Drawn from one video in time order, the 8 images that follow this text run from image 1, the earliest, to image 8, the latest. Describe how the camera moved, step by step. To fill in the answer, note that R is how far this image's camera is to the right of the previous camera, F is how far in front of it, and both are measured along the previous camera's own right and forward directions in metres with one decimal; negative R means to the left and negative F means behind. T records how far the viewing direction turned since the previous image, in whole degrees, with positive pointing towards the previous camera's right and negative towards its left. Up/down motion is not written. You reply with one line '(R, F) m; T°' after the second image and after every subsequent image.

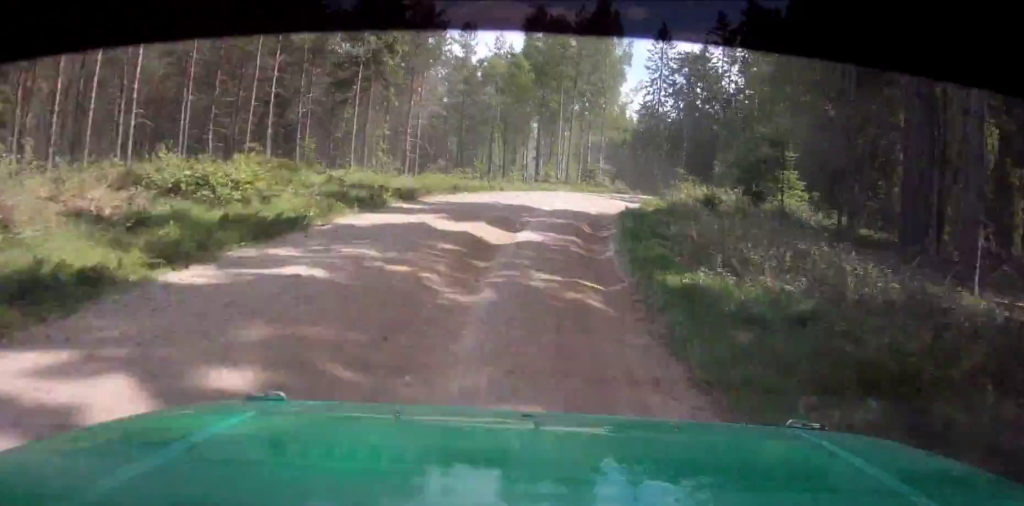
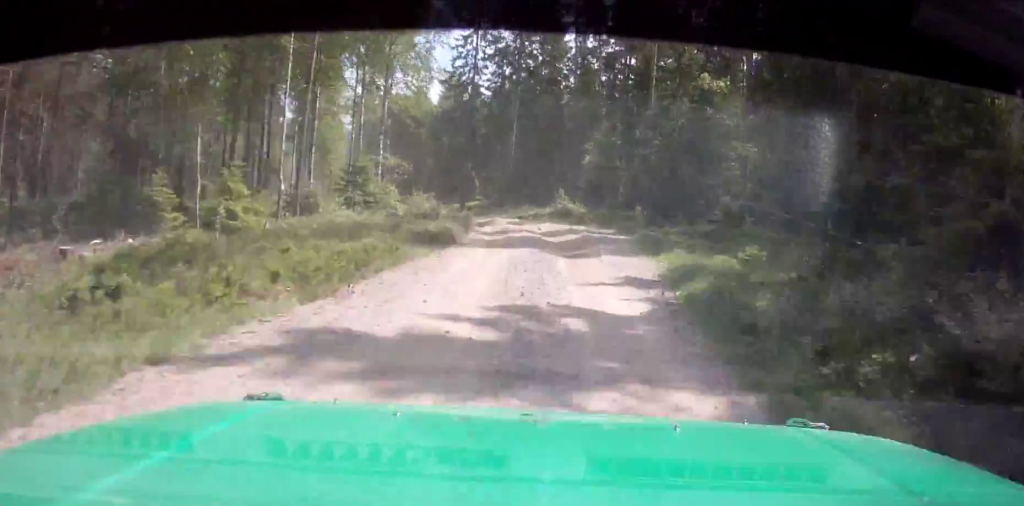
(+2.7, +32.4) m; +7°
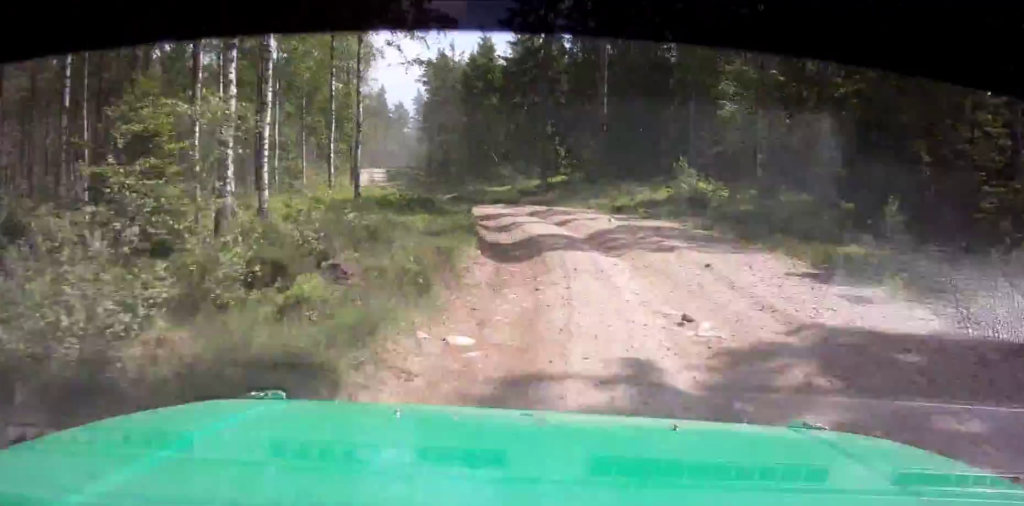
(+0.6, +18.9) m; -1°
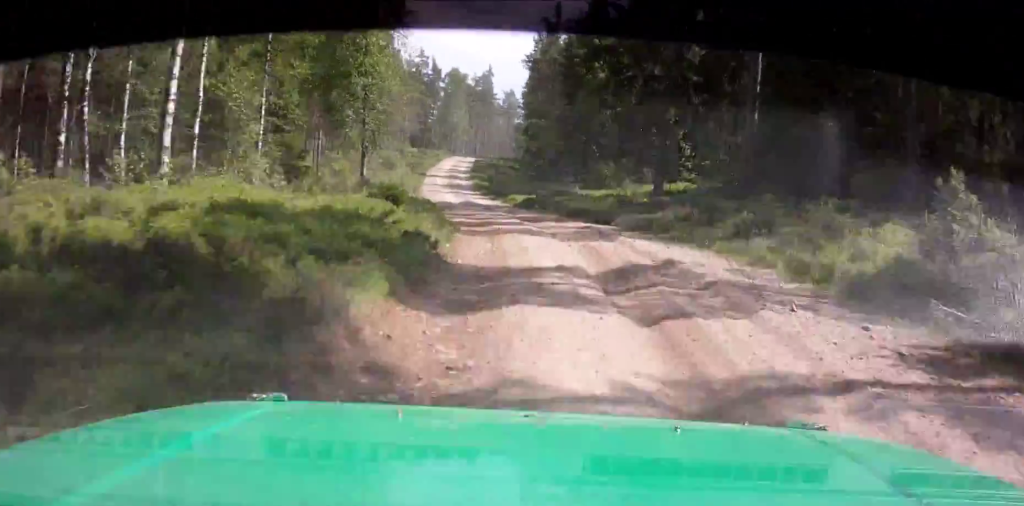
(-0.4, +17.8) m; -6°
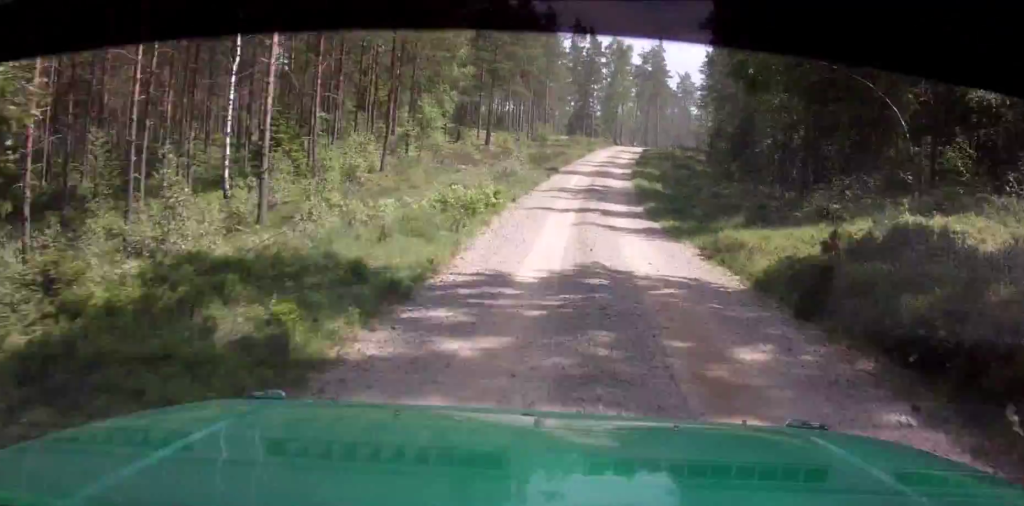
(-2.5, +28.6) m; -7°
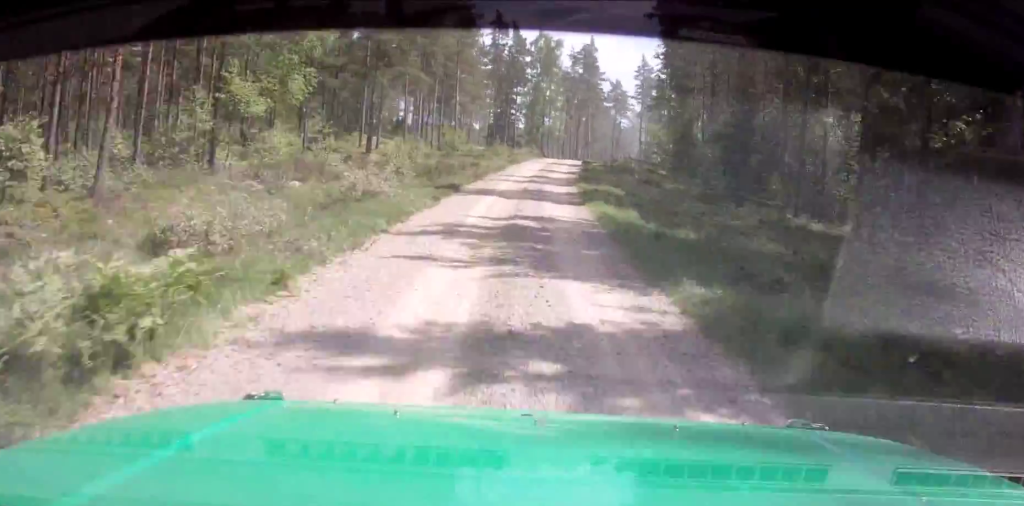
(-0.6, +17.2) m; 0°
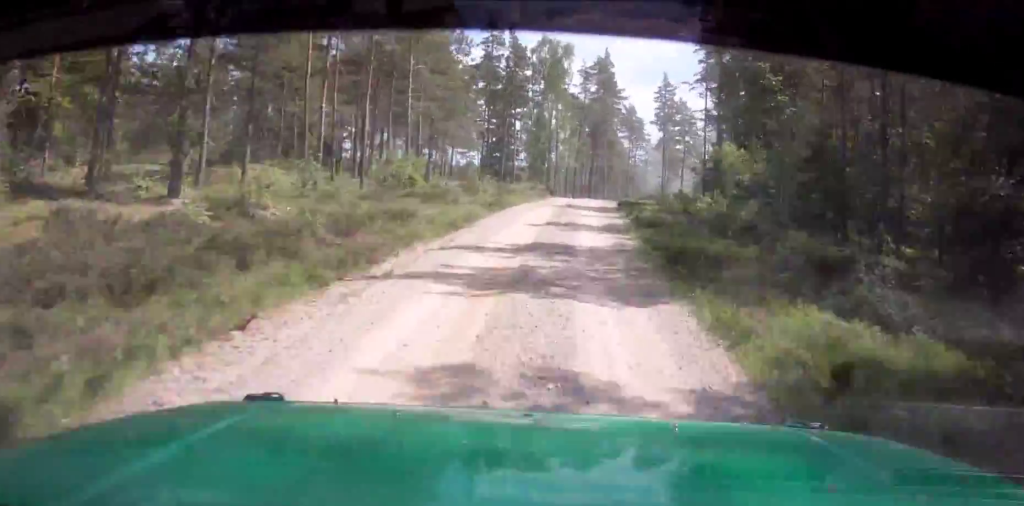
(+0.3, +21.4) m; +4°
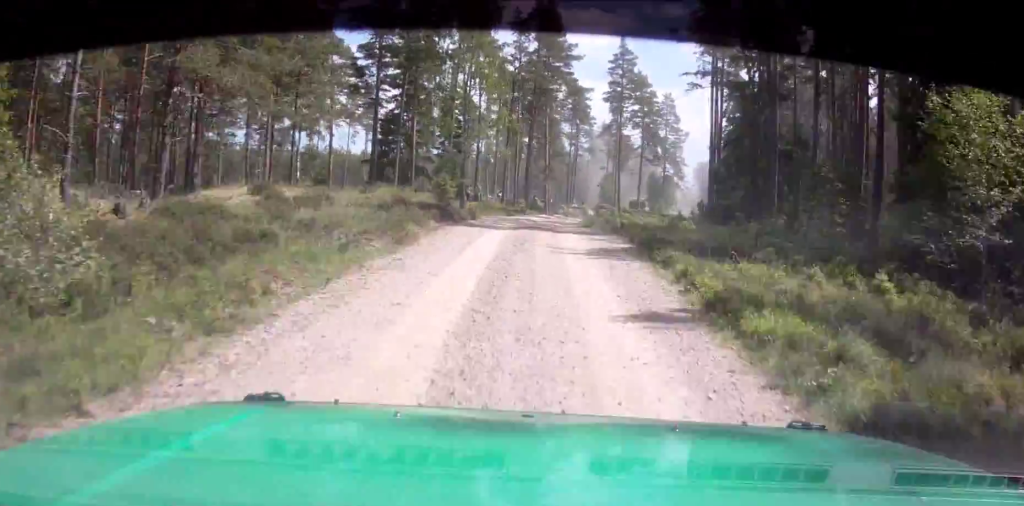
(+2.0, +26.8) m; +2°
